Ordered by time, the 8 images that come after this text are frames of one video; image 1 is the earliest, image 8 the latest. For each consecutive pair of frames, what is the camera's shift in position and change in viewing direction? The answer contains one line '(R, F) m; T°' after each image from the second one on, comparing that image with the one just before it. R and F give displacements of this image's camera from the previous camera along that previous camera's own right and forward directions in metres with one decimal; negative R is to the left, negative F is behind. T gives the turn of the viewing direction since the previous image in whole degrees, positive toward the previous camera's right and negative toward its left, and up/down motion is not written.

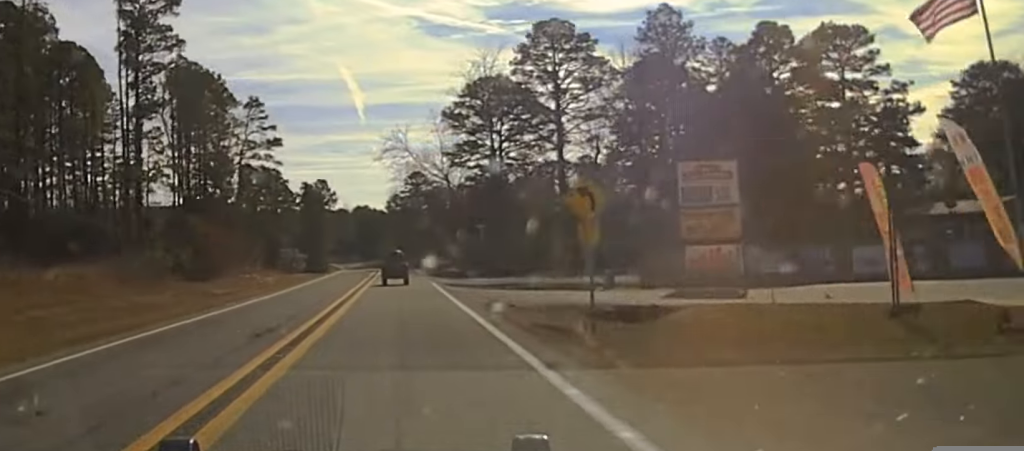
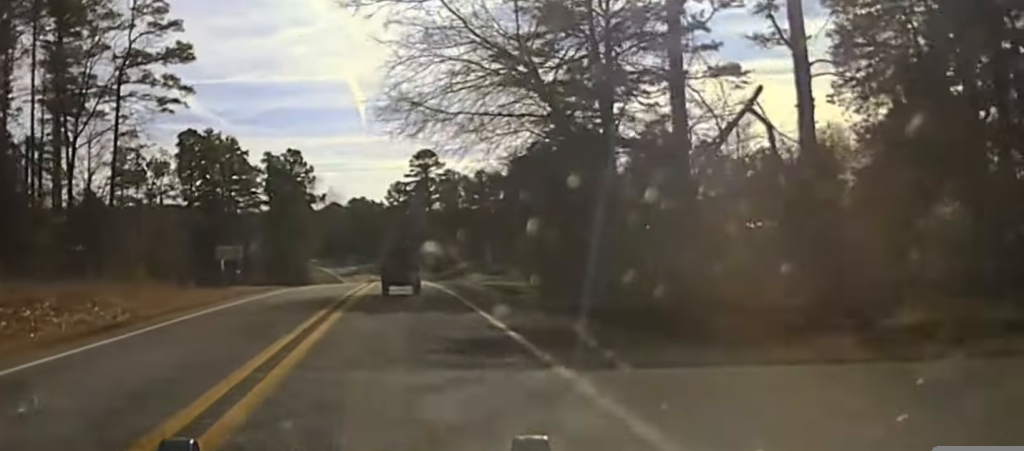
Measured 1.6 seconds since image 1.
(-1.3, +62.8) m; -2°
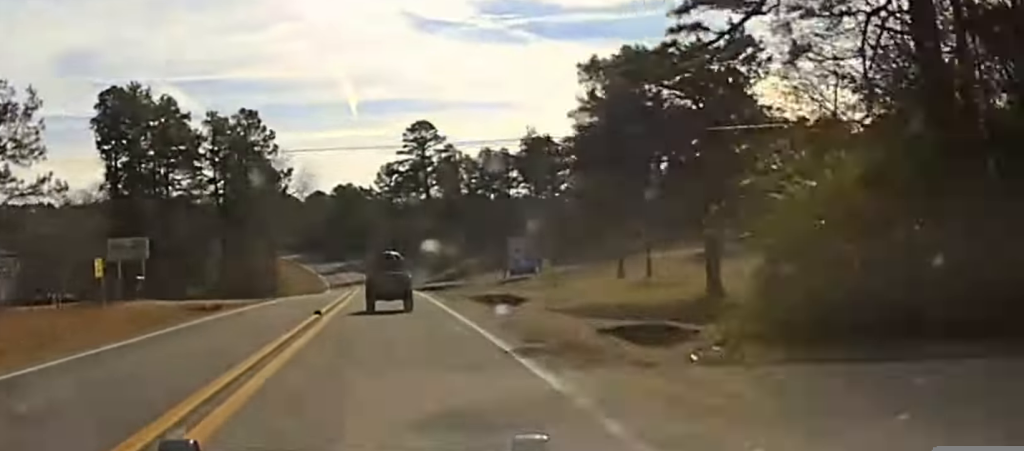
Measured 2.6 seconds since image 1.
(0.0, +38.4) m; 0°
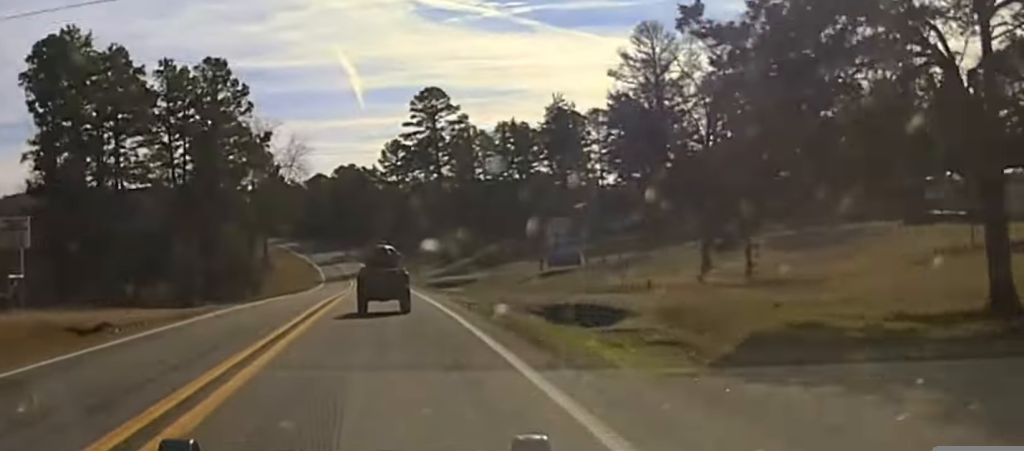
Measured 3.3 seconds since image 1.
(+0.1, +22.8) m; 0°
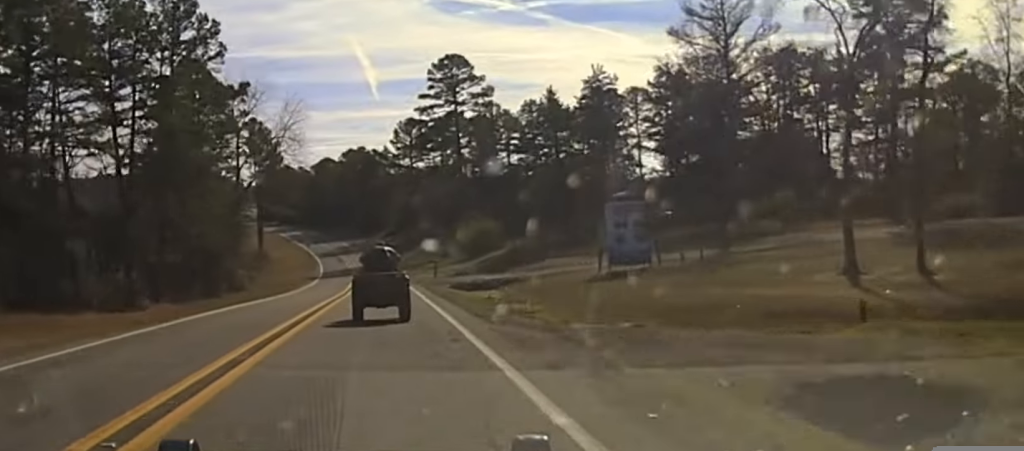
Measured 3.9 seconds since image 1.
(0.0, +21.0) m; -1°
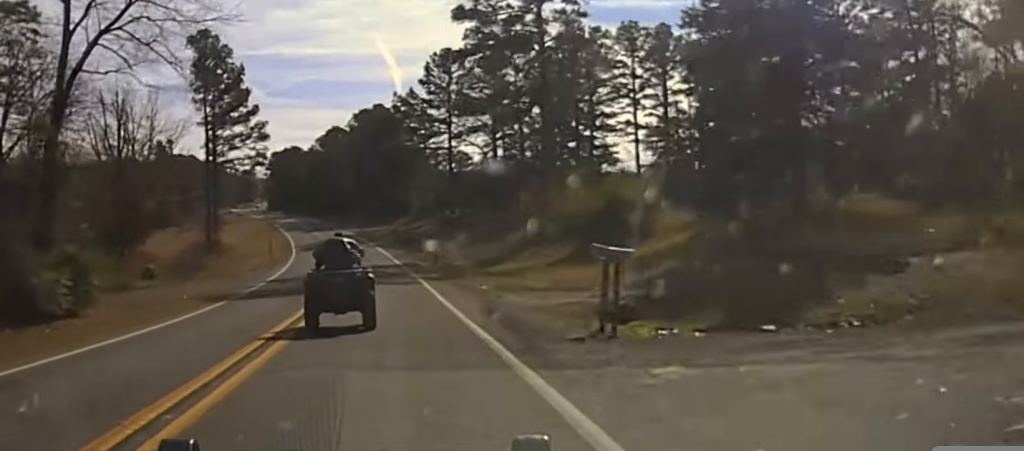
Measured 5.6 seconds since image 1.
(-1.4, +54.1) m; -3°
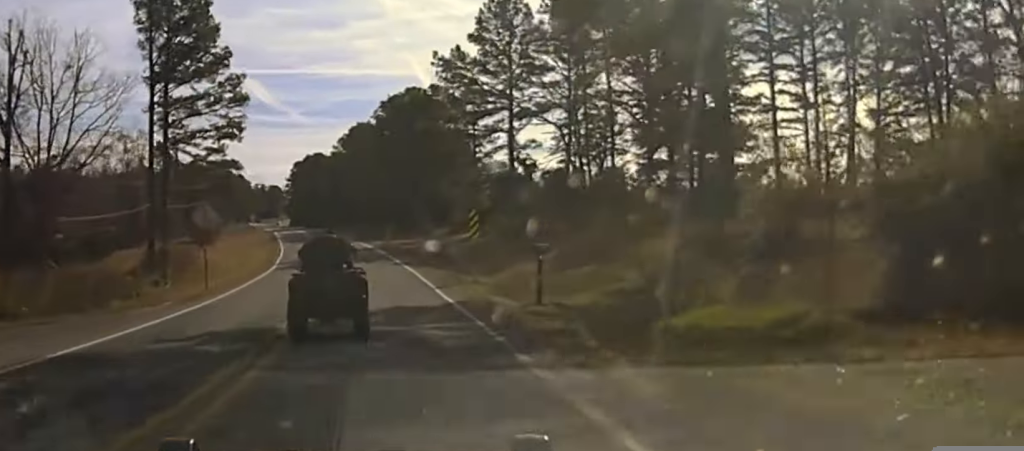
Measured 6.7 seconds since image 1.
(-0.2, +31.0) m; 0°
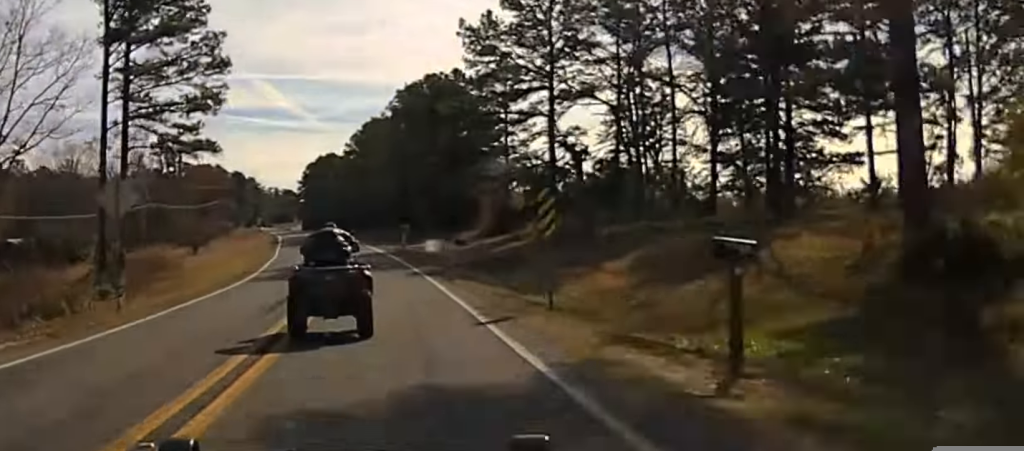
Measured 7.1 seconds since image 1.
(0.0, +13.8) m; 0°
